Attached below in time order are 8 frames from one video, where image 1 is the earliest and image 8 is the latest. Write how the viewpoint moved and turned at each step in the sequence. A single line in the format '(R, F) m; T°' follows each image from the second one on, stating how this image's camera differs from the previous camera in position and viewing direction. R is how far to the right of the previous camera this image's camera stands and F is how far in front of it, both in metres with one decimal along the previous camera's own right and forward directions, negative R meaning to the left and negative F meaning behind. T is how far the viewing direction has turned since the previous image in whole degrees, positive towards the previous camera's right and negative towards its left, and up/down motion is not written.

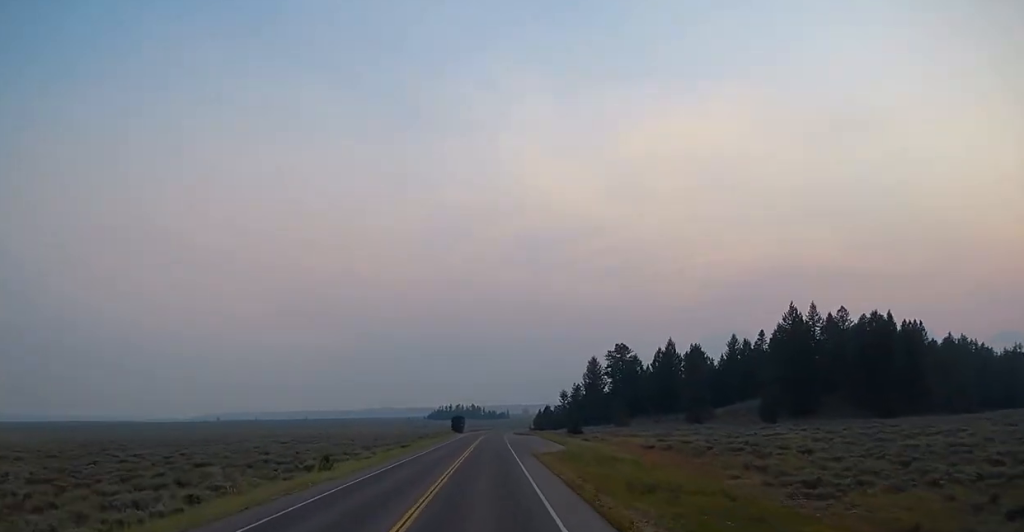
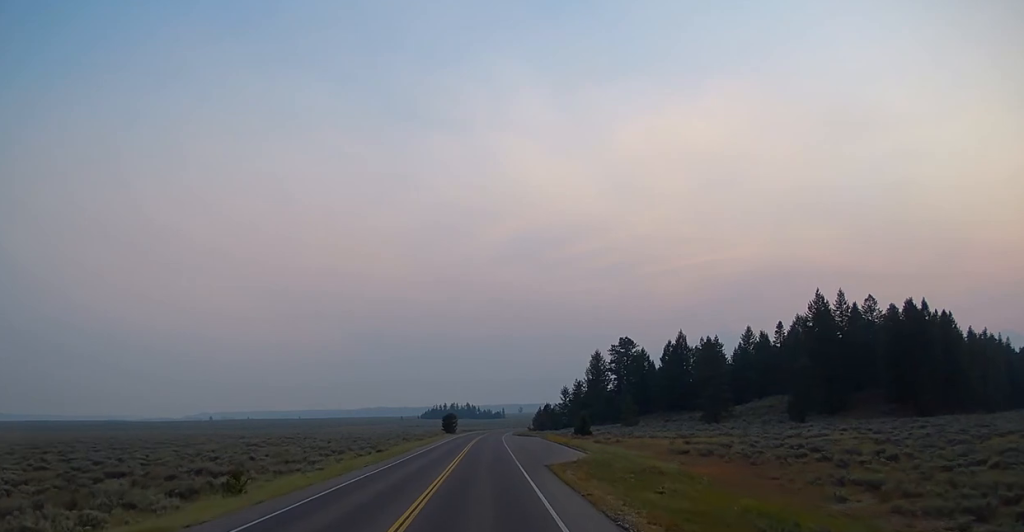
(+0.2, +14.7) m; +2°
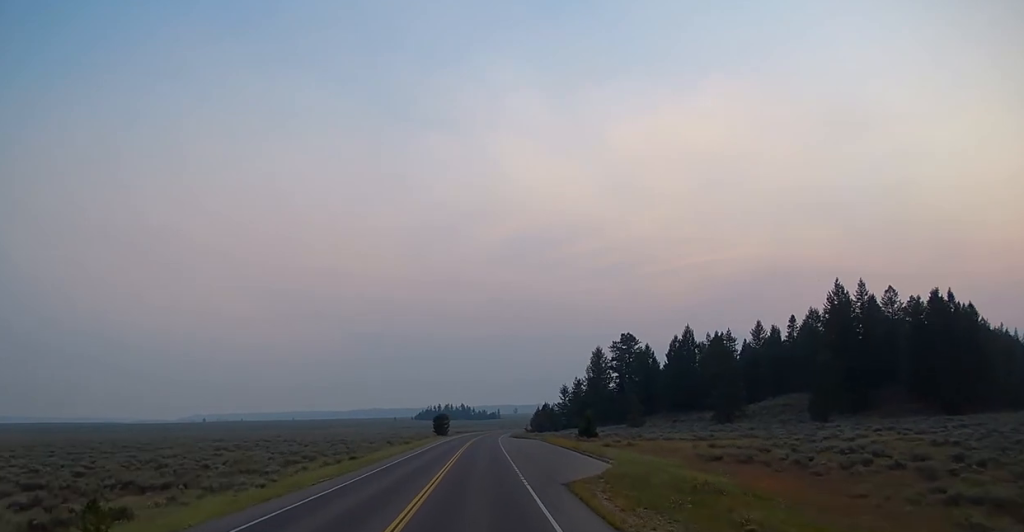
(+0.1, +9.9) m; 0°
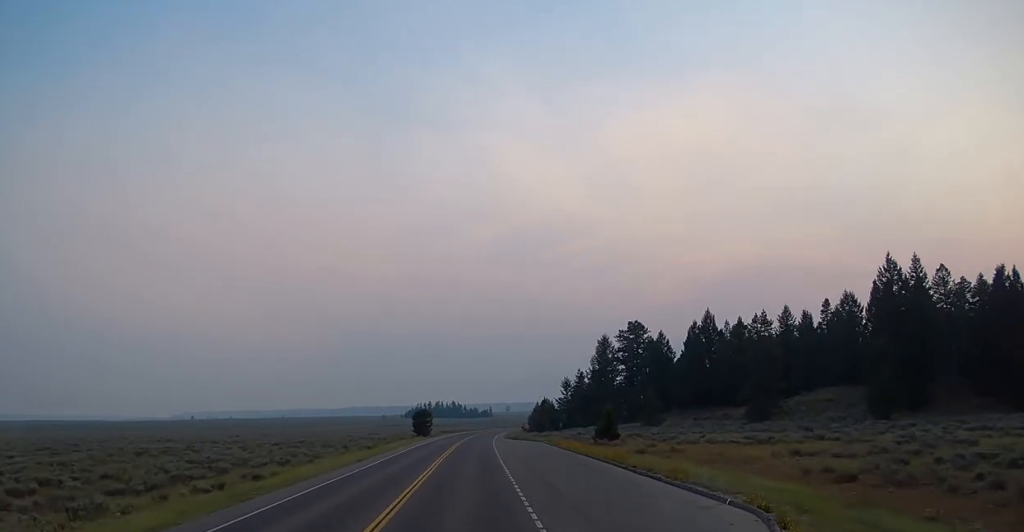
(-0.3, +19.8) m; -1°
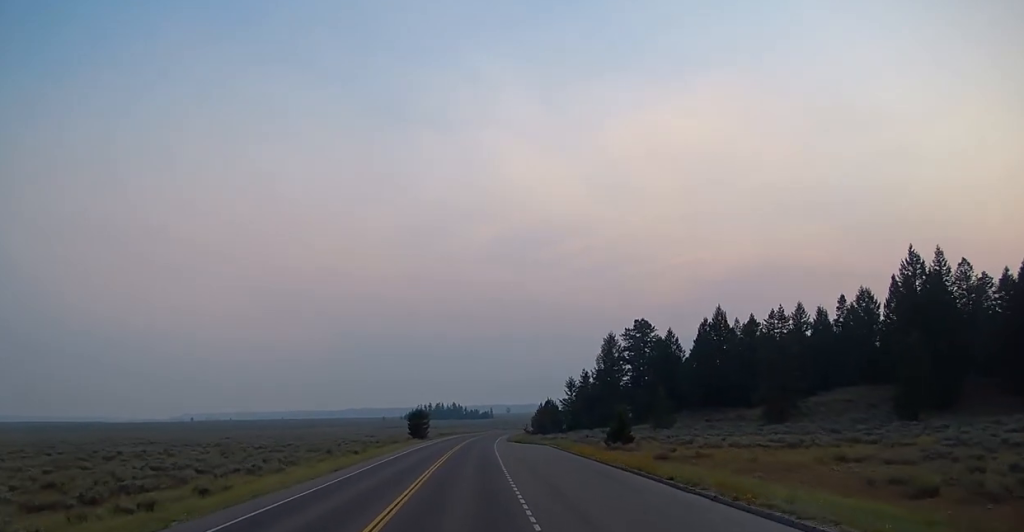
(0.0, +6.5) m; 0°
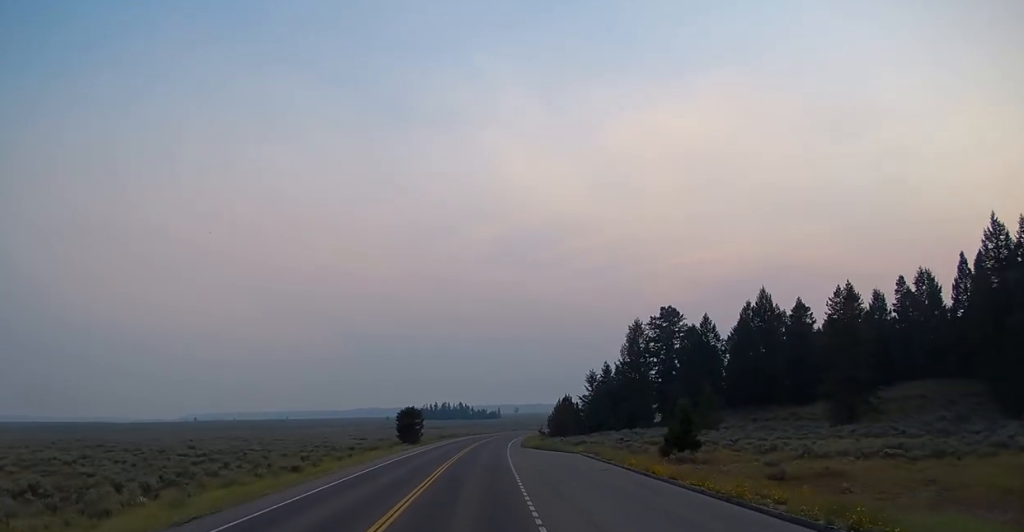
(+0.4, +19.5) m; 0°
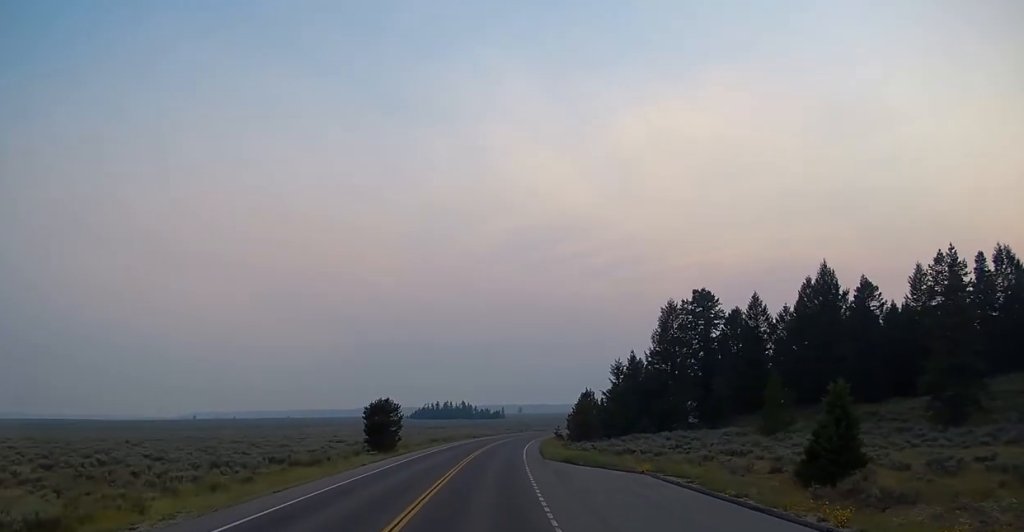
(-0.5, +20.2) m; -2°
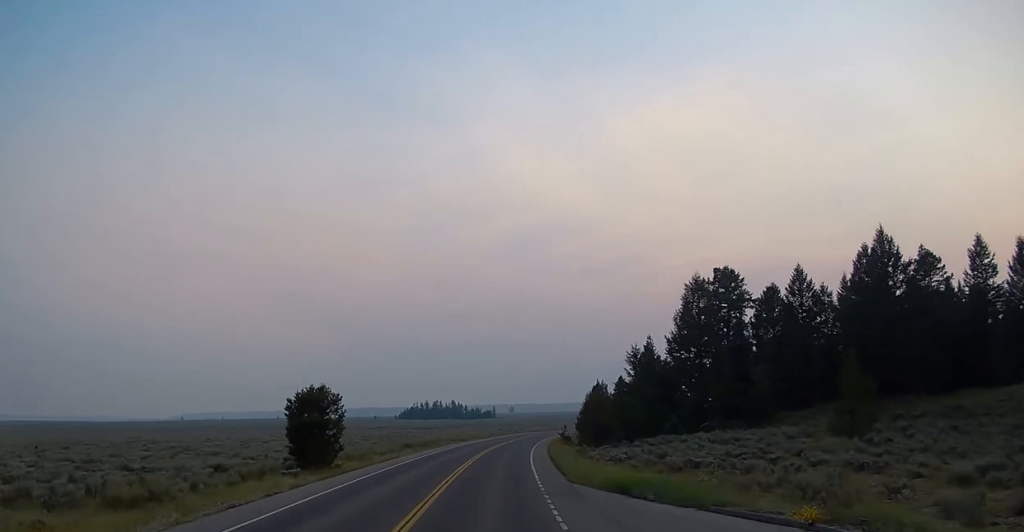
(+0.1, +17.3) m; +2°
